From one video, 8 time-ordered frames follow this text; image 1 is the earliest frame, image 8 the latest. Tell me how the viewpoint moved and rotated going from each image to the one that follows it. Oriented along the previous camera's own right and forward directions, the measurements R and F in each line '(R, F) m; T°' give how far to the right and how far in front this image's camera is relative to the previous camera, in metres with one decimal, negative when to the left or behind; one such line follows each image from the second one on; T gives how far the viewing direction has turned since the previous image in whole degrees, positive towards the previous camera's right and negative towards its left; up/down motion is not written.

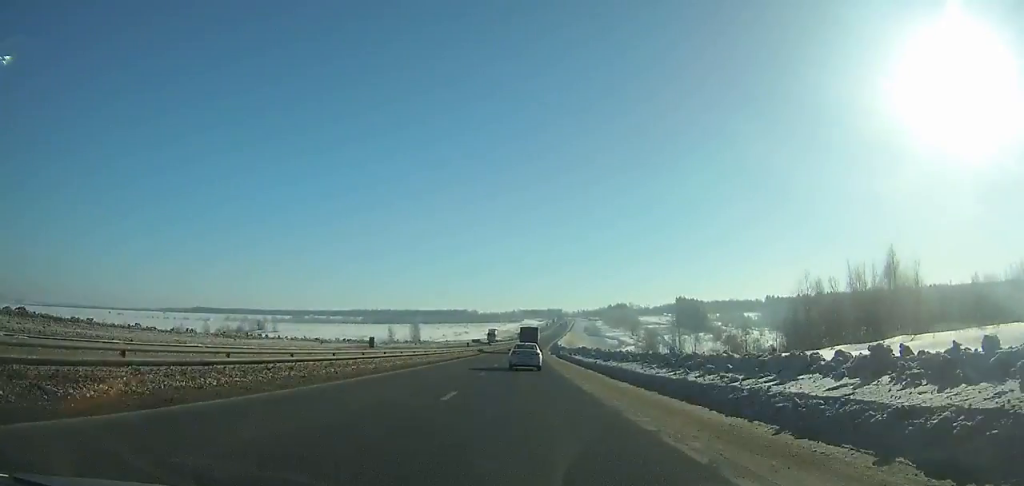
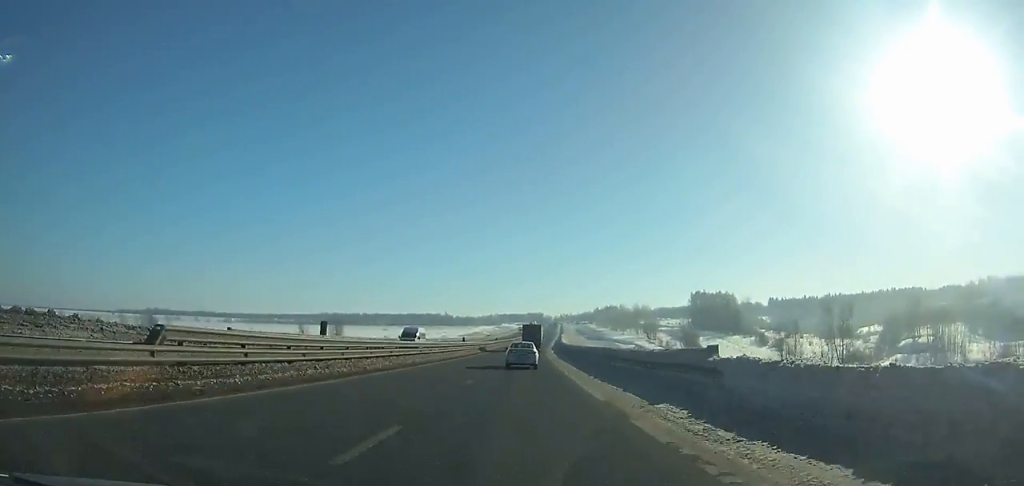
(+1.7, +90.2) m; +2°
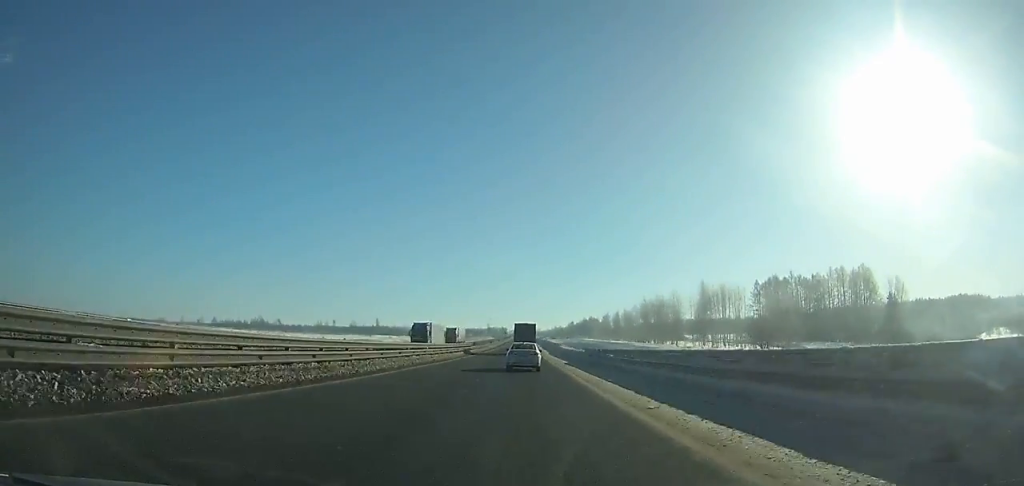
(+4.5, +144.5) m; +3°
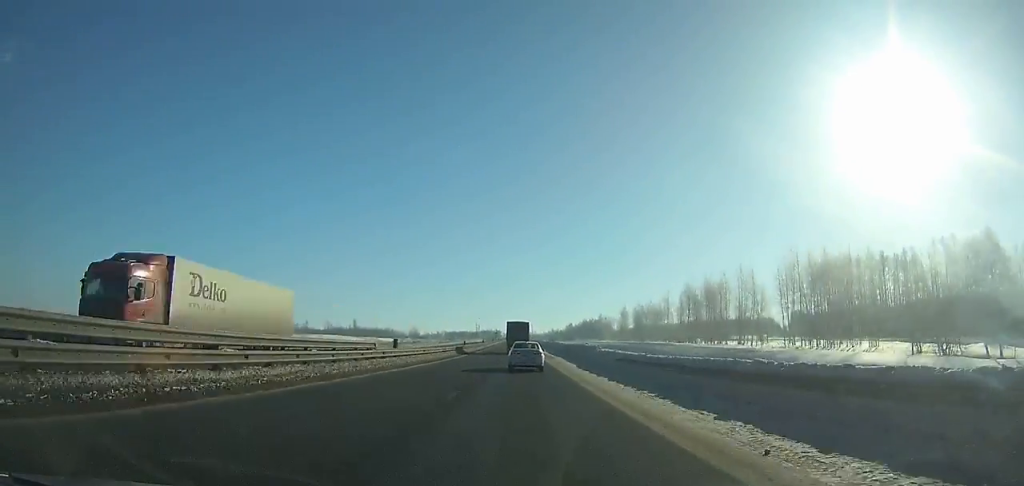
(+0.2, +48.2) m; 0°
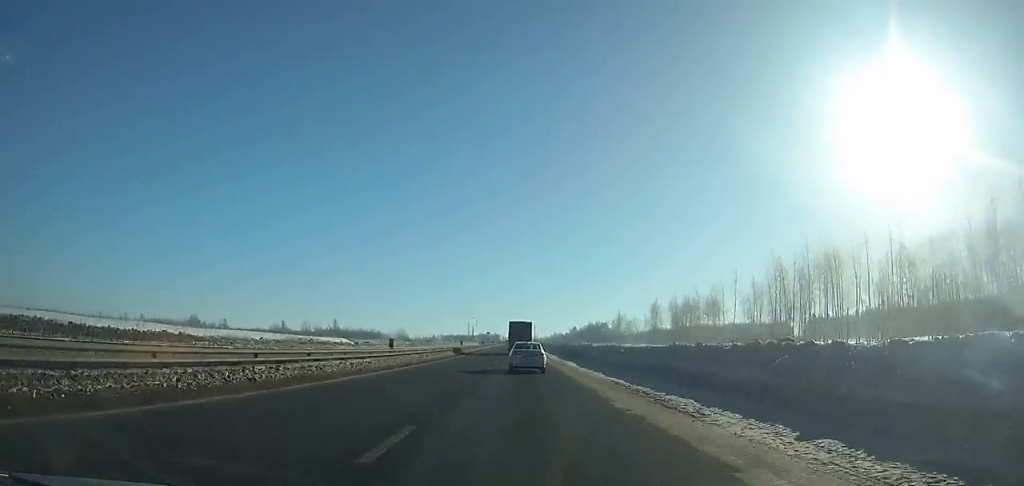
(+0.1, +42.9) m; 0°
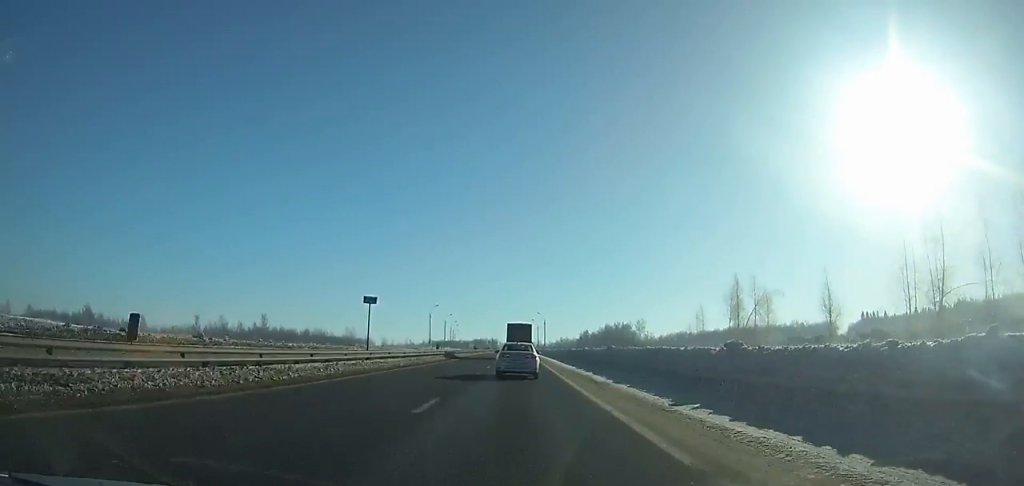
(-0.1, +102.8) m; 0°
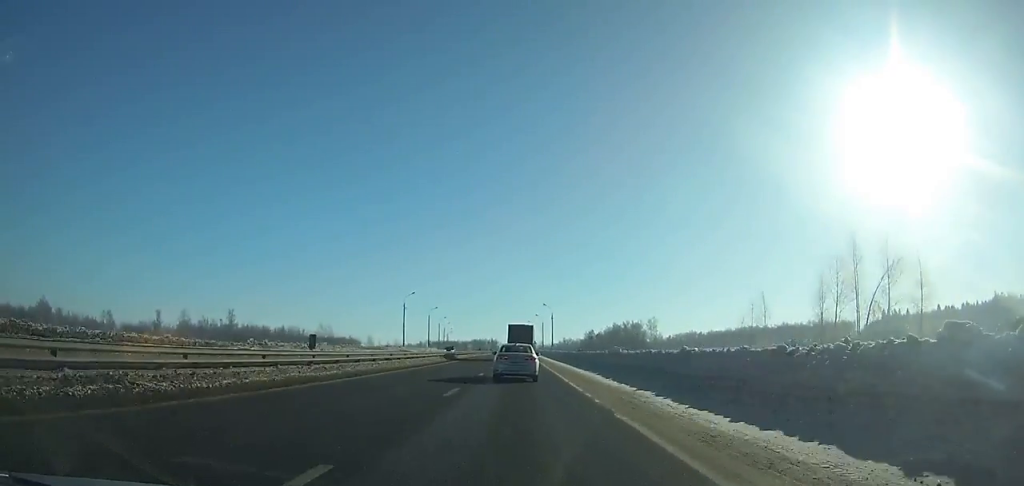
(0.0, +31.9) m; 0°
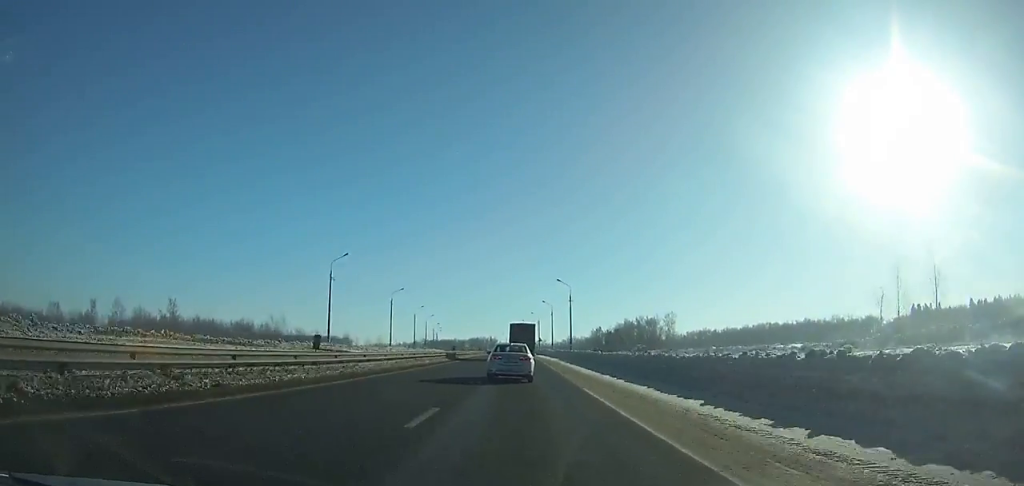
(0.0, +42.3) m; 0°
